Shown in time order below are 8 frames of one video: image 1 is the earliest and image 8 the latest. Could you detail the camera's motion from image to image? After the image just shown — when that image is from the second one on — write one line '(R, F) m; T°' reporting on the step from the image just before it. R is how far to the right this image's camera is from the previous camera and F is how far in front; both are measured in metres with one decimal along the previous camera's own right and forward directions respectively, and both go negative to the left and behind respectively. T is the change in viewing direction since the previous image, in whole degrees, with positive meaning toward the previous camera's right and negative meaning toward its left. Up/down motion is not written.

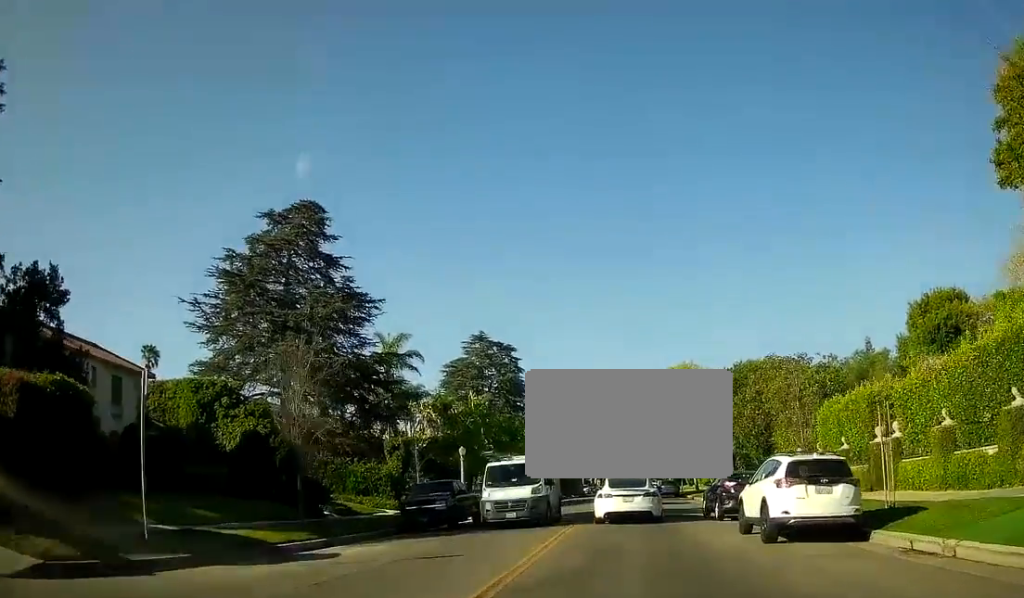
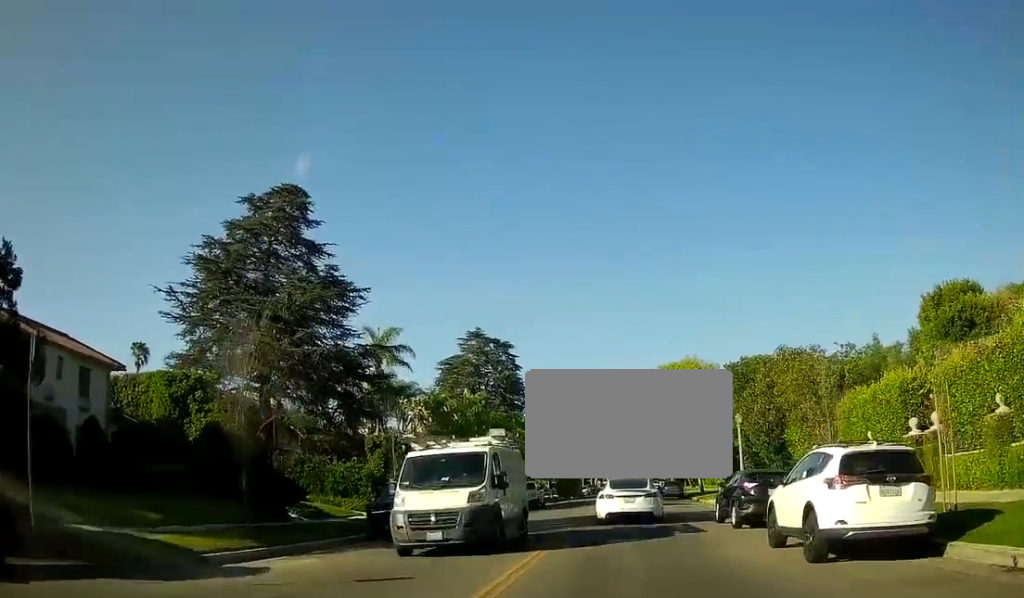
(0.0, +3.4) m; 0°
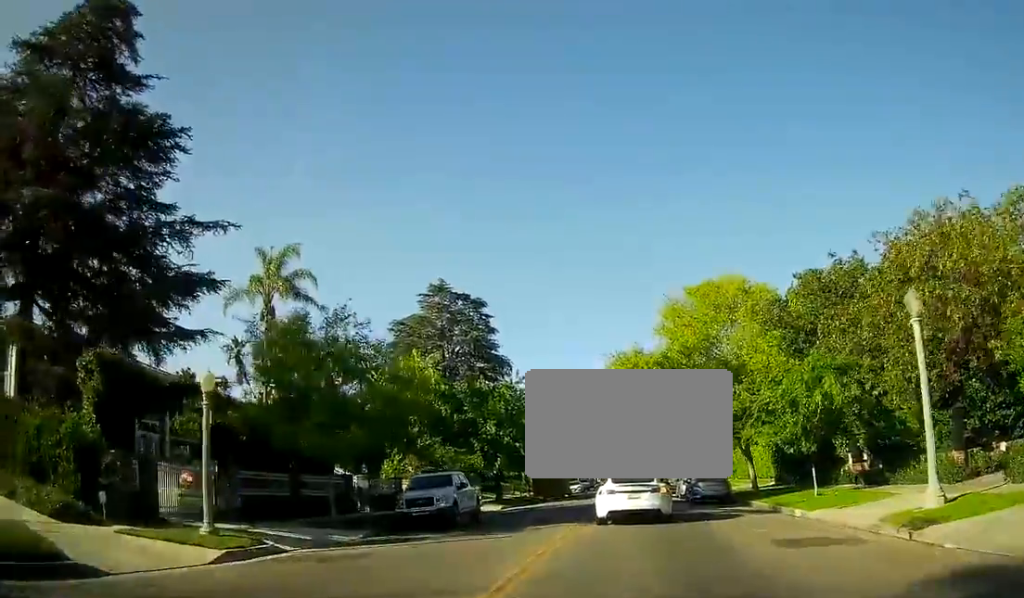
(-0.6, +19.5) m; -3°
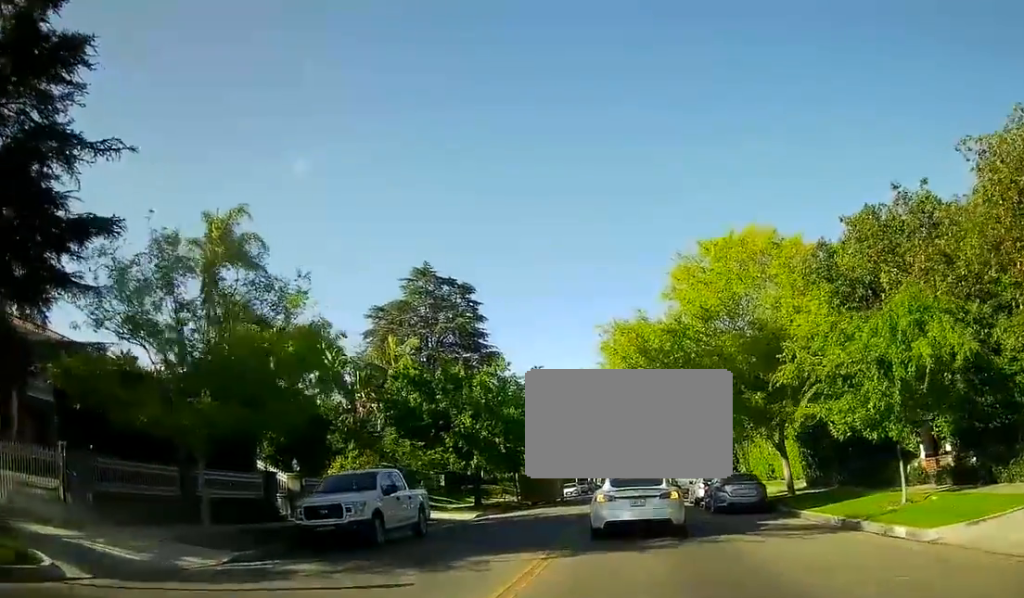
(0.0, +6.3) m; 0°
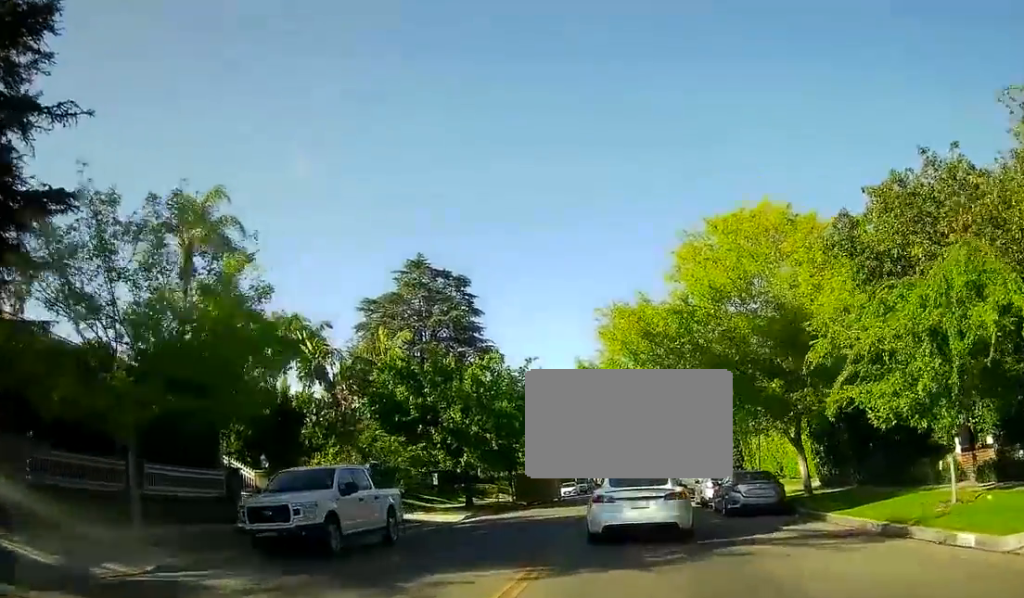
(0.0, +2.7) m; 0°
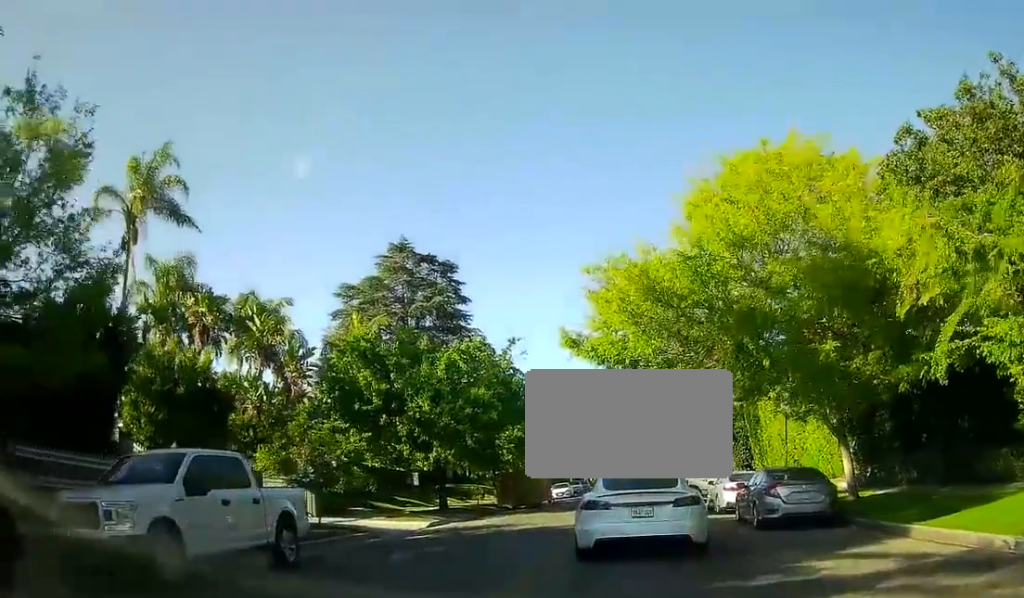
(0.0, +6.4) m; 0°
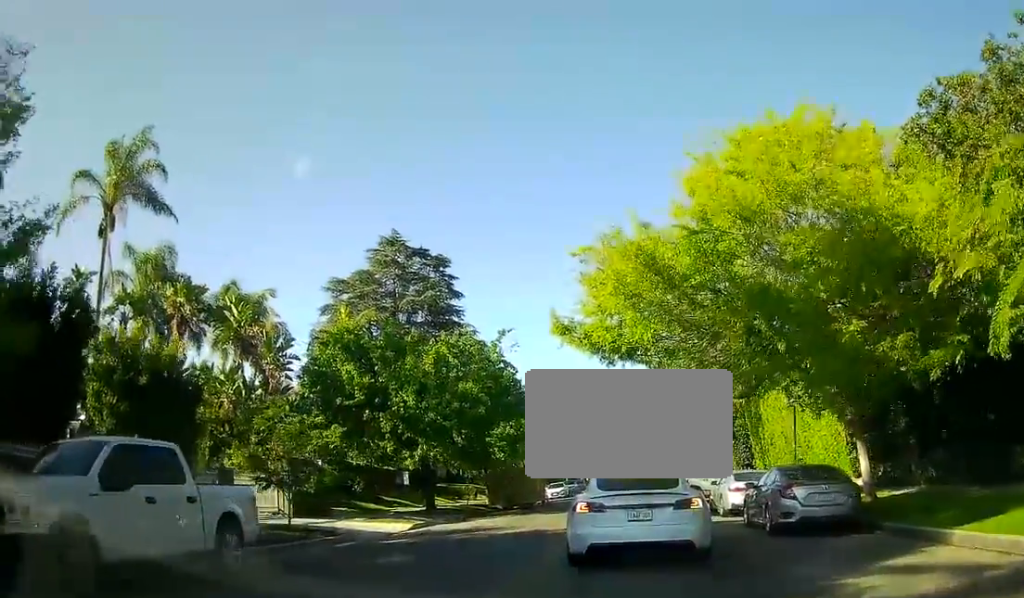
(0.0, +2.6) m; 0°
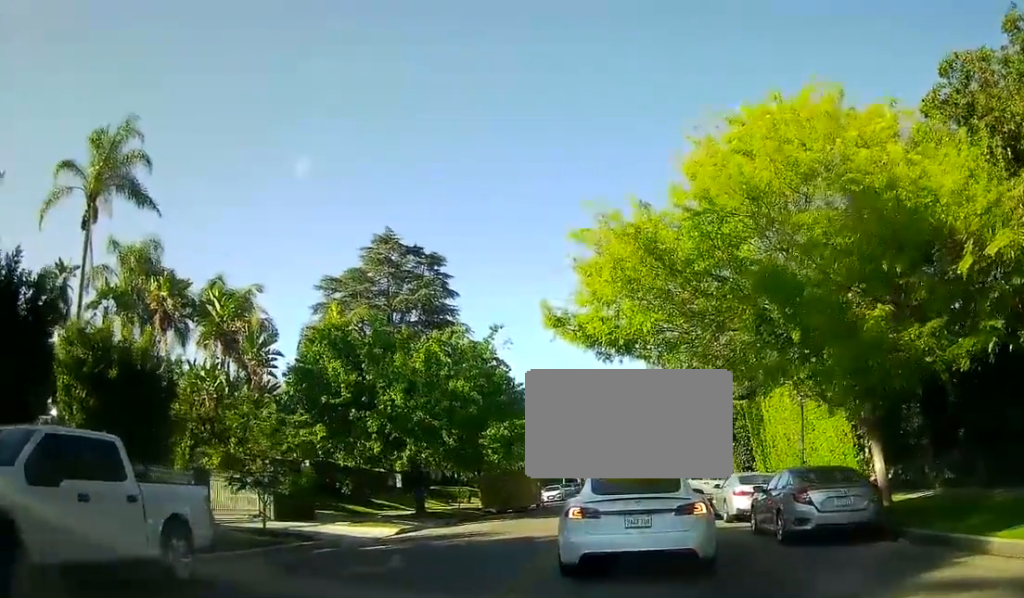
(0.0, +2.4) m; -3°
